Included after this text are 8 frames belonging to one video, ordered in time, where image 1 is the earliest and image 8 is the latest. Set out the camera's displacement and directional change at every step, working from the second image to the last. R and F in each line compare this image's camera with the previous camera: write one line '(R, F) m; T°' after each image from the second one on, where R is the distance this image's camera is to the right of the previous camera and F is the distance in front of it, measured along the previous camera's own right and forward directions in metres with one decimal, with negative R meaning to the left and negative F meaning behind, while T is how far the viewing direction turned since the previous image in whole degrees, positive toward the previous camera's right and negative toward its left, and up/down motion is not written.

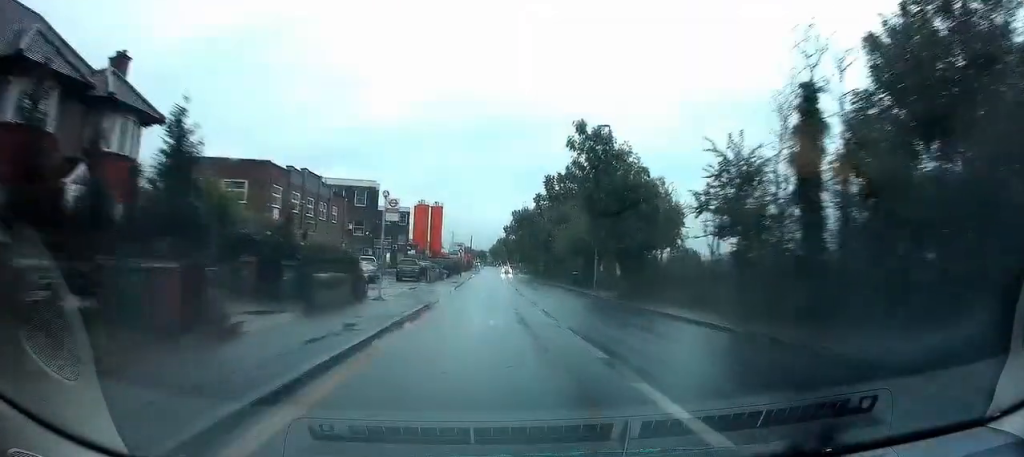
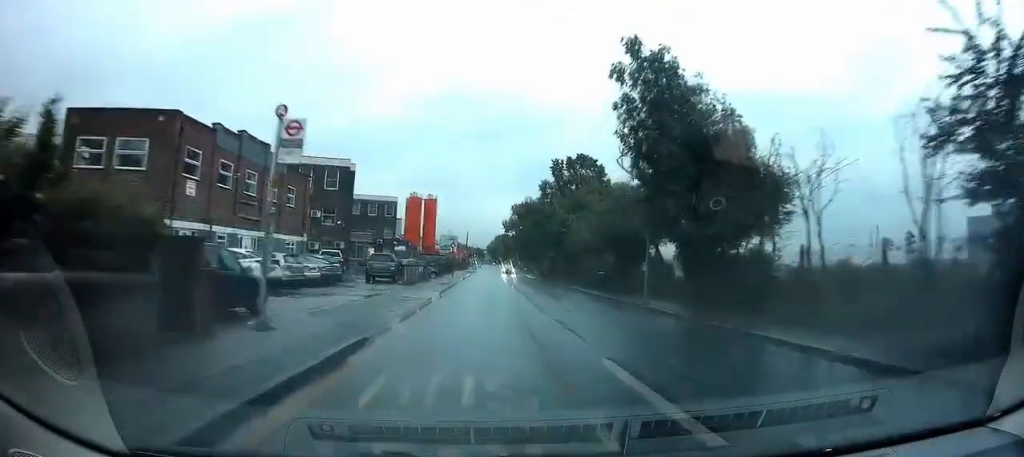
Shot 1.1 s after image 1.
(0.0, +11.0) m; 0°
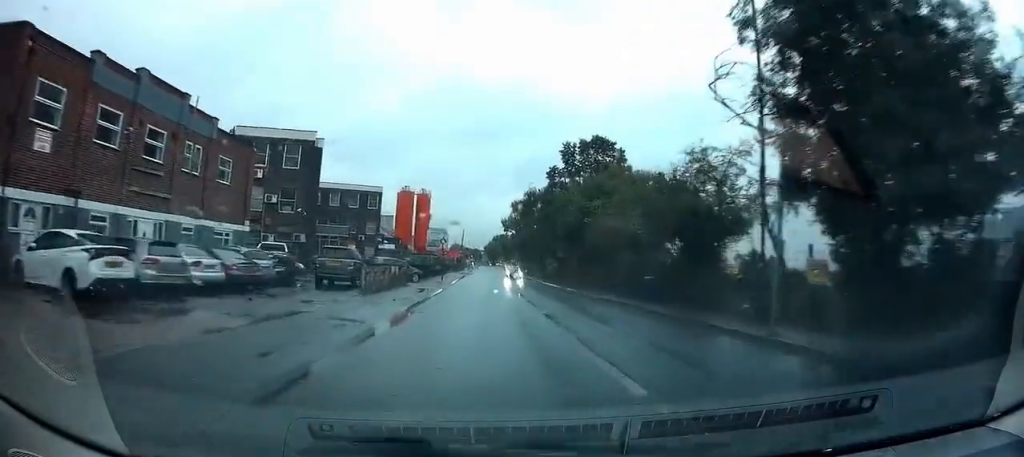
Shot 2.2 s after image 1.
(0.0, +10.4) m; +1°
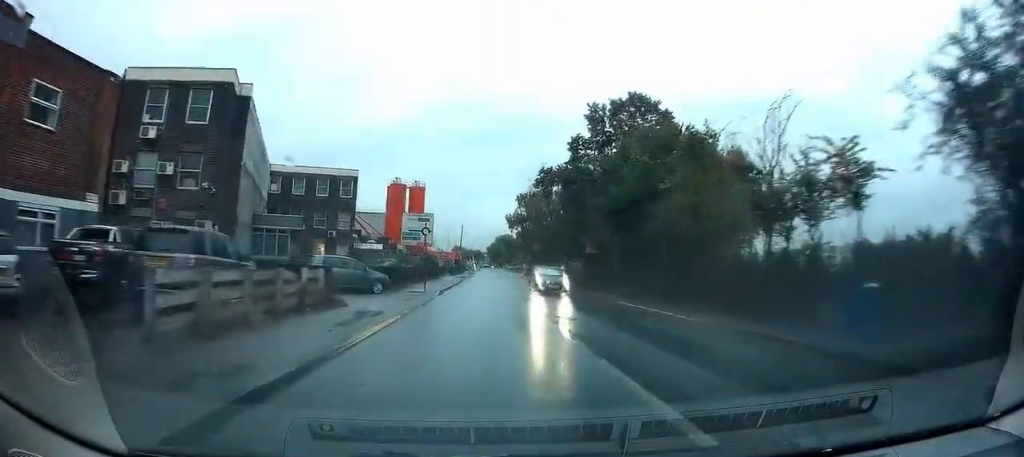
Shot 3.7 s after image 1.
(+0.3, +14.3) m; +1°
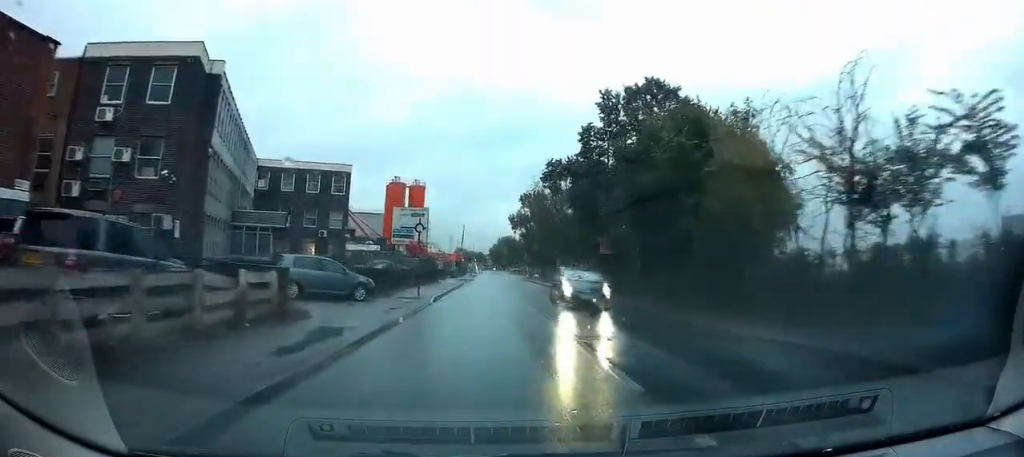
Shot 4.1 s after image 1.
(0.0, +3.9) m; -1°
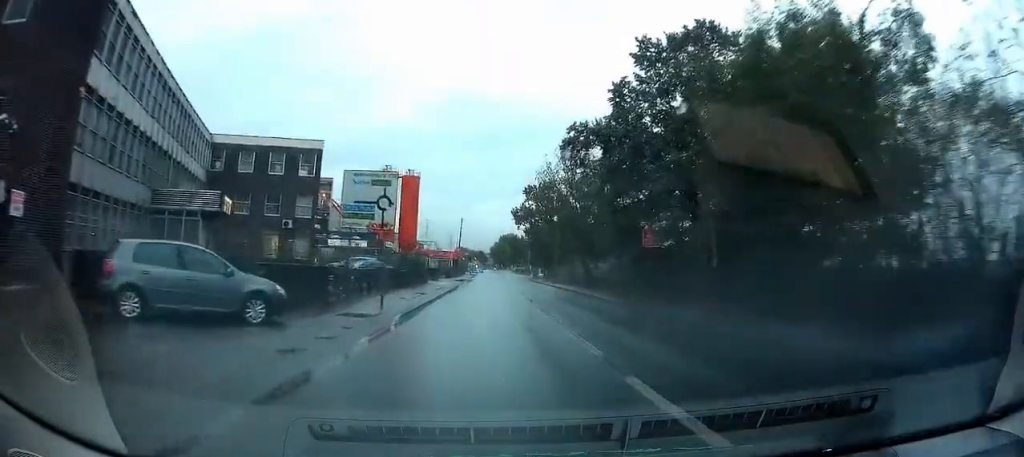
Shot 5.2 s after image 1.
(-0.1, +9.6) m; -1°
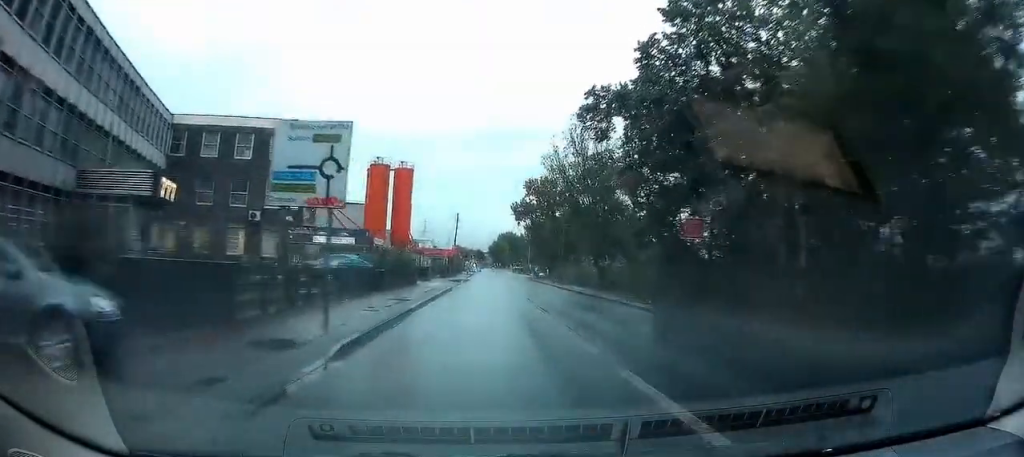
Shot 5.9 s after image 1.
(0.0, +5.9) m; 0°
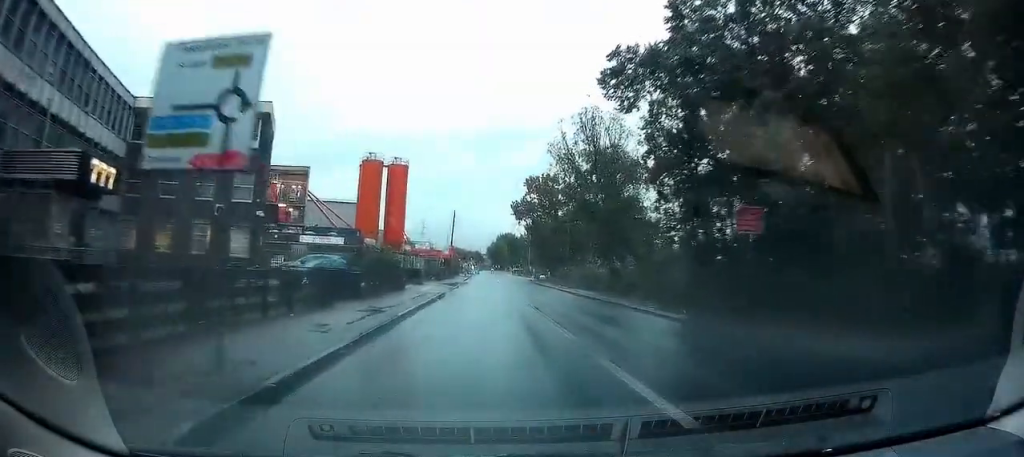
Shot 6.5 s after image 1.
(0.0, +4.8) m; 0°
